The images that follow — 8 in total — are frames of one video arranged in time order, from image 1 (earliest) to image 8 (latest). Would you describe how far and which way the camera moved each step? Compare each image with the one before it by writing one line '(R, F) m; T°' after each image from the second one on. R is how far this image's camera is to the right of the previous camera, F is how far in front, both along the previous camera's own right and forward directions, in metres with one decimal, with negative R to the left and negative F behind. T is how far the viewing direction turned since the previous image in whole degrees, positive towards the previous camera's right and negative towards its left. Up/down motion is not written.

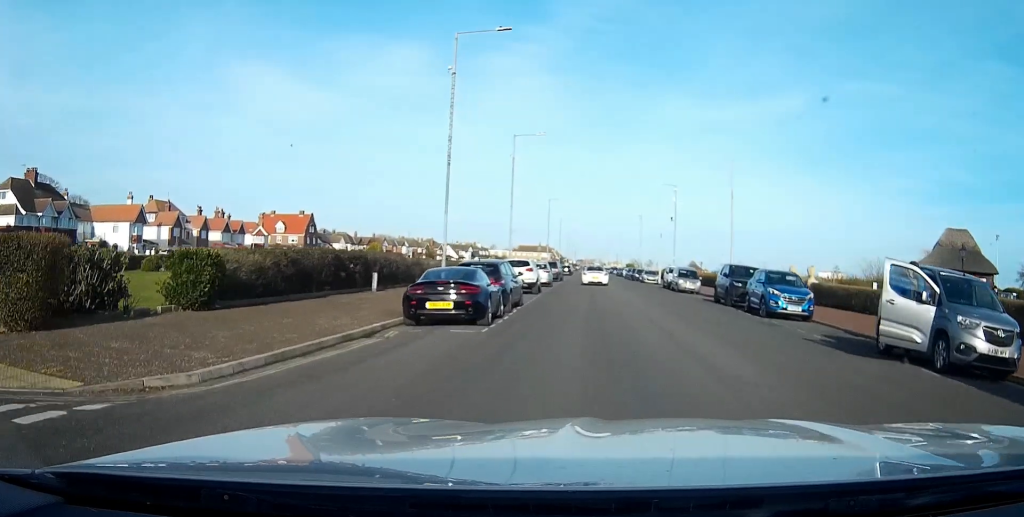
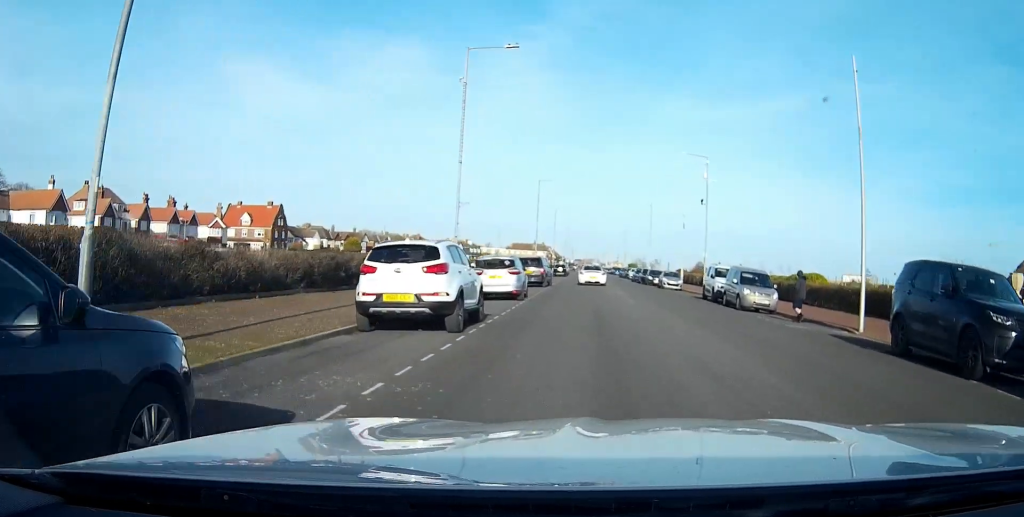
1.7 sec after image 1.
(0.0, +20.7) m; 0°
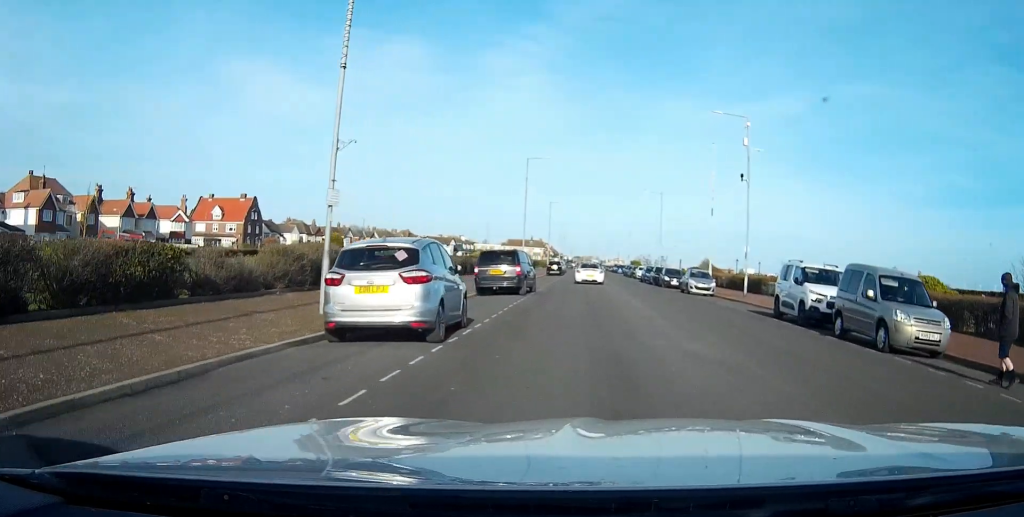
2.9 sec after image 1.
(0.0, +15.0) m; 0°
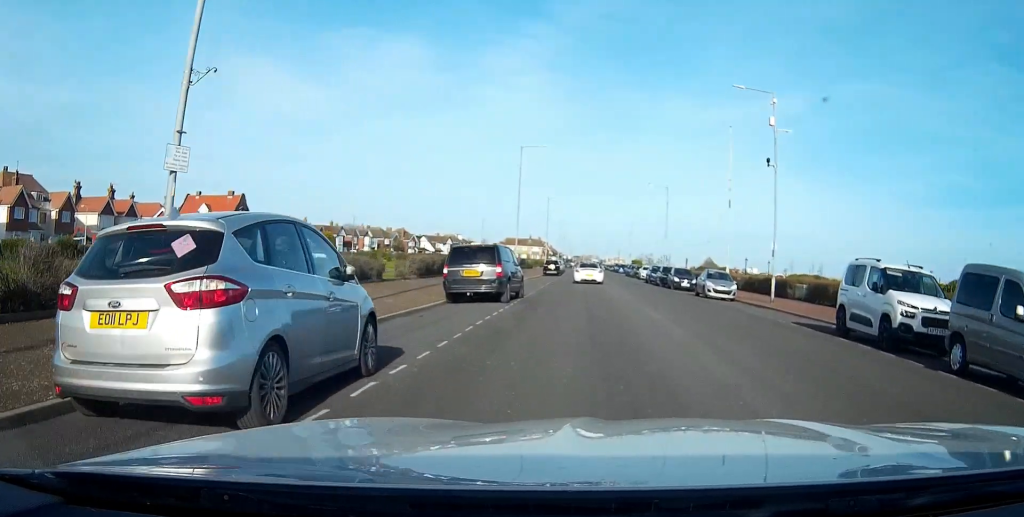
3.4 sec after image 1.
(0.0, +6.3) m; 0°
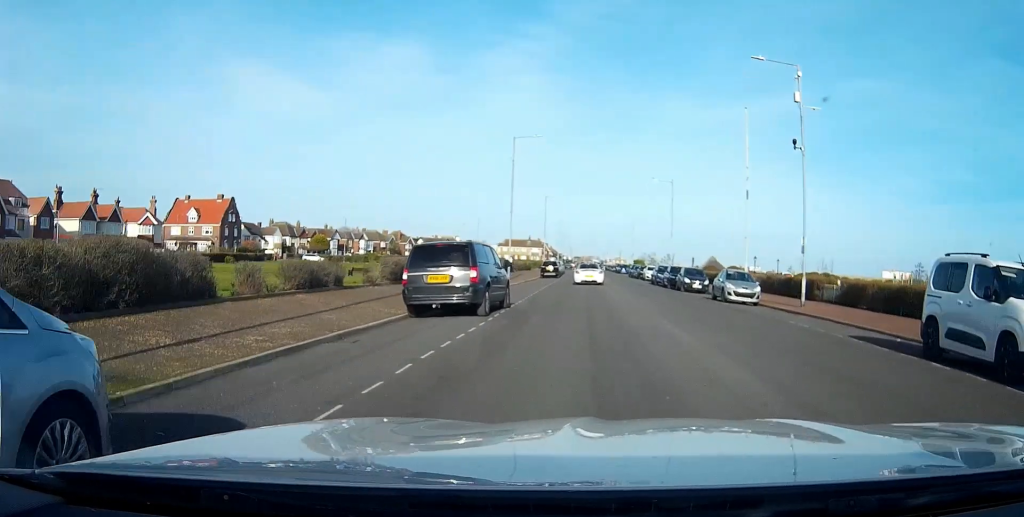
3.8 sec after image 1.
(0.0, +5.0) m; 0°
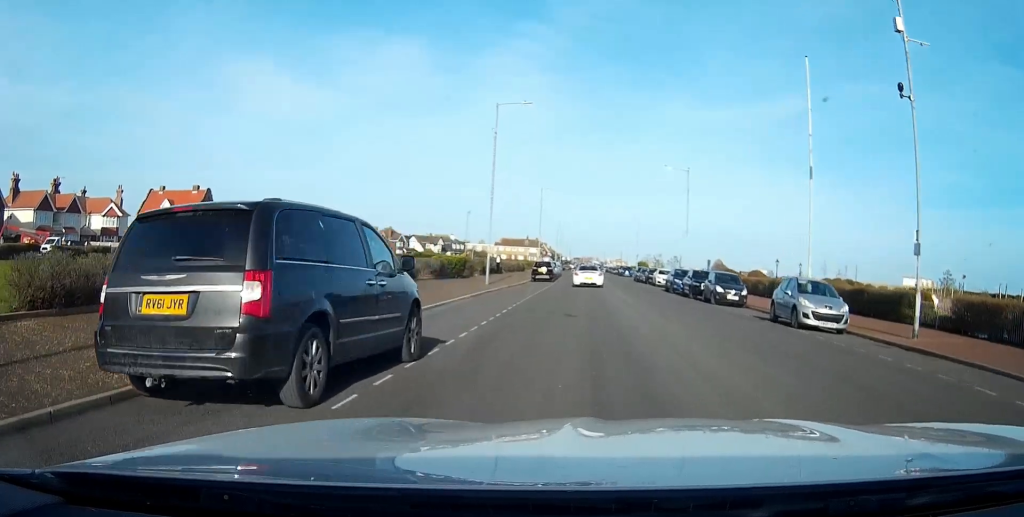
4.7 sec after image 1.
(0.0, +11.3) m; 0°
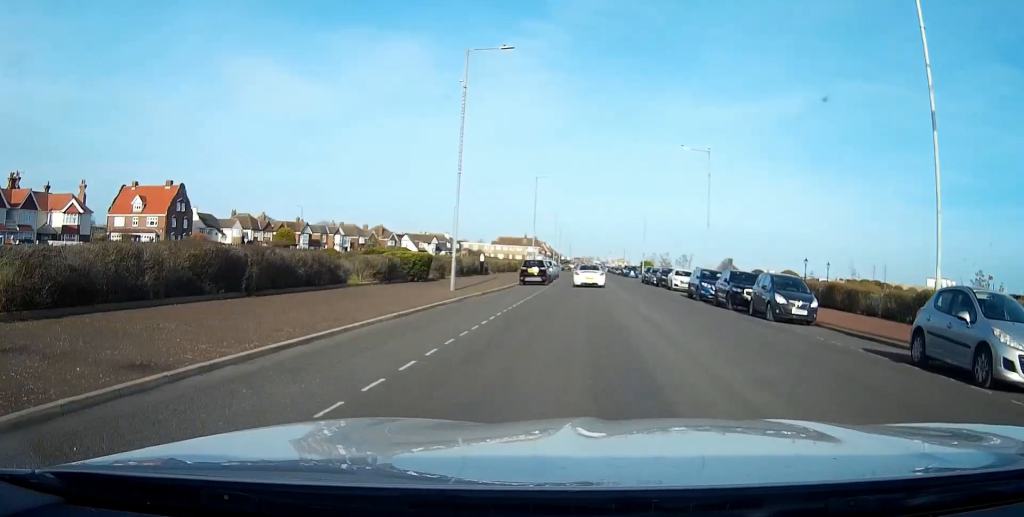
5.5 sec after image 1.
(0.0, +10.9) m; 0°
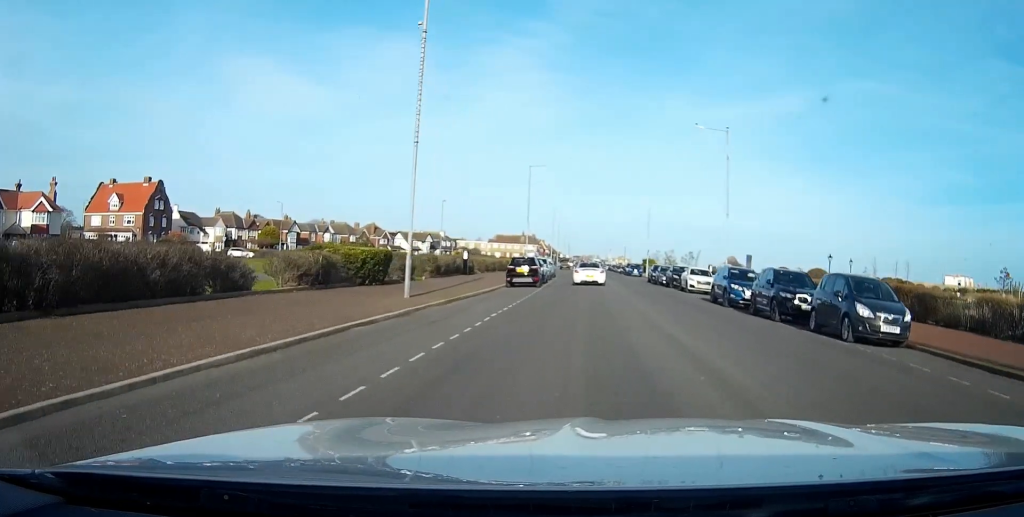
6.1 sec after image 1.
(-0.1, +7.5) m; 0°
